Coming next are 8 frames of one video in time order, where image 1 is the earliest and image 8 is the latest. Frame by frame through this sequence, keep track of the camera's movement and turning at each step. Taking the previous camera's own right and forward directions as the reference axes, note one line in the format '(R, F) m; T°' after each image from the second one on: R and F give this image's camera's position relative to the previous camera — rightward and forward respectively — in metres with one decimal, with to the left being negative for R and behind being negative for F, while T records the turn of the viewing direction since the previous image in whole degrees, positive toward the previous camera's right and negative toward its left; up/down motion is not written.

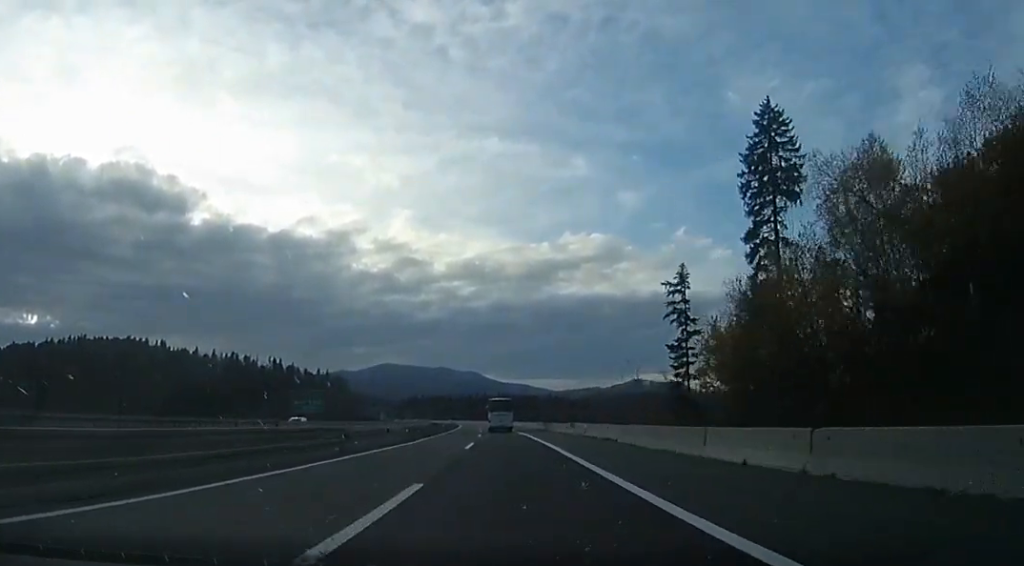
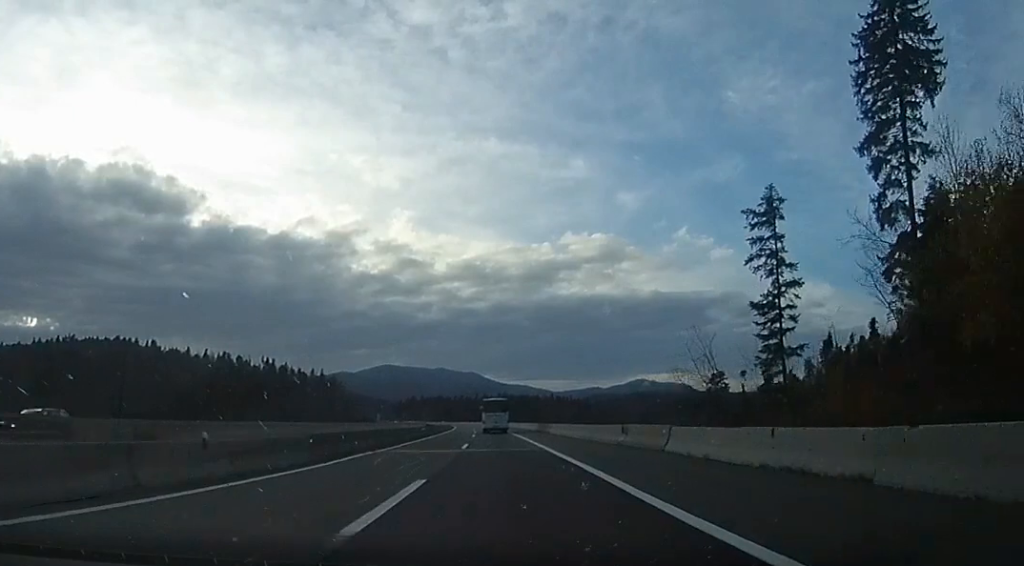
(0.0, +20.4) m; 0°
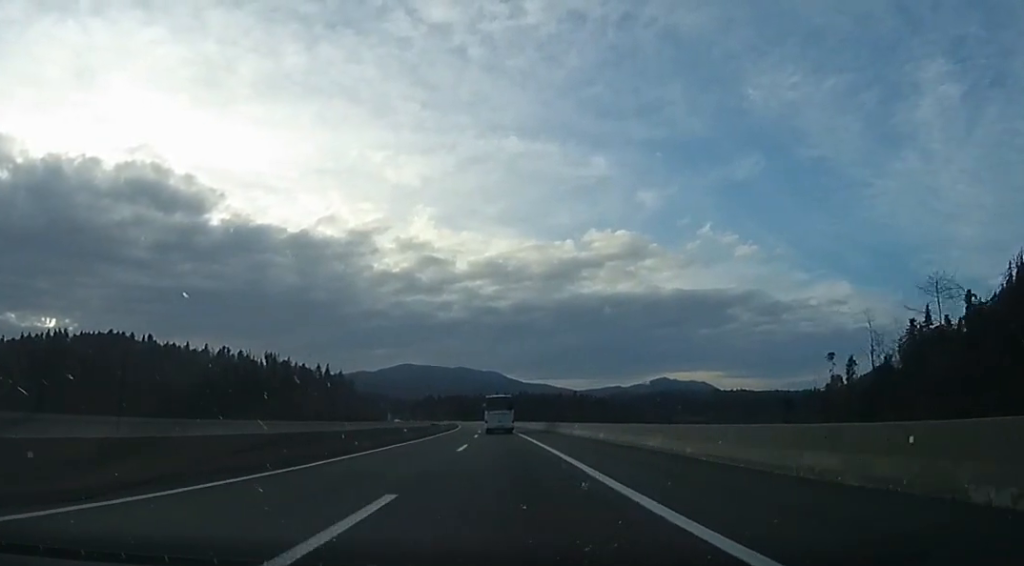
(-1.7, +46.7) m; -3°
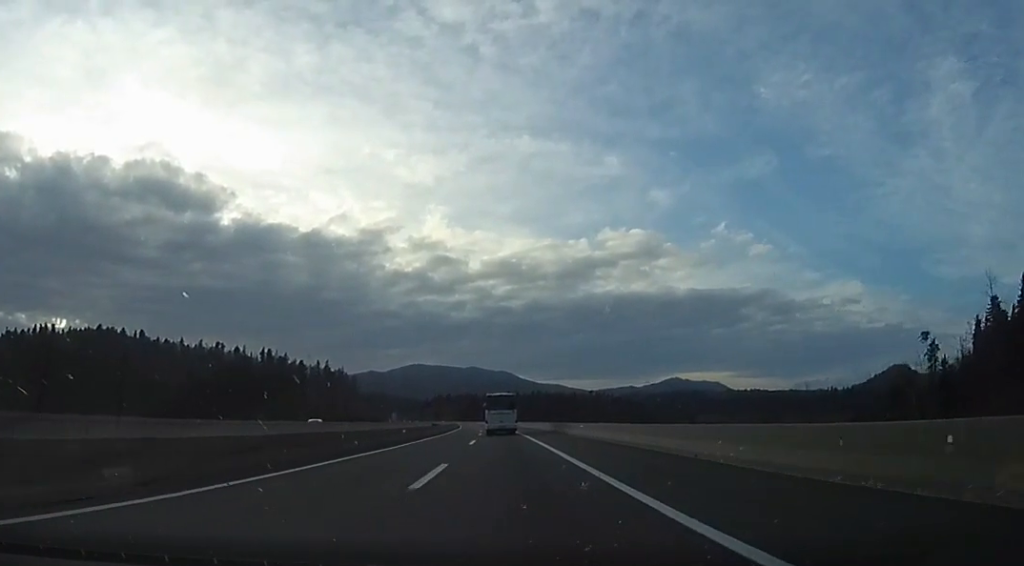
(+0.5, +36.5) m; 0°
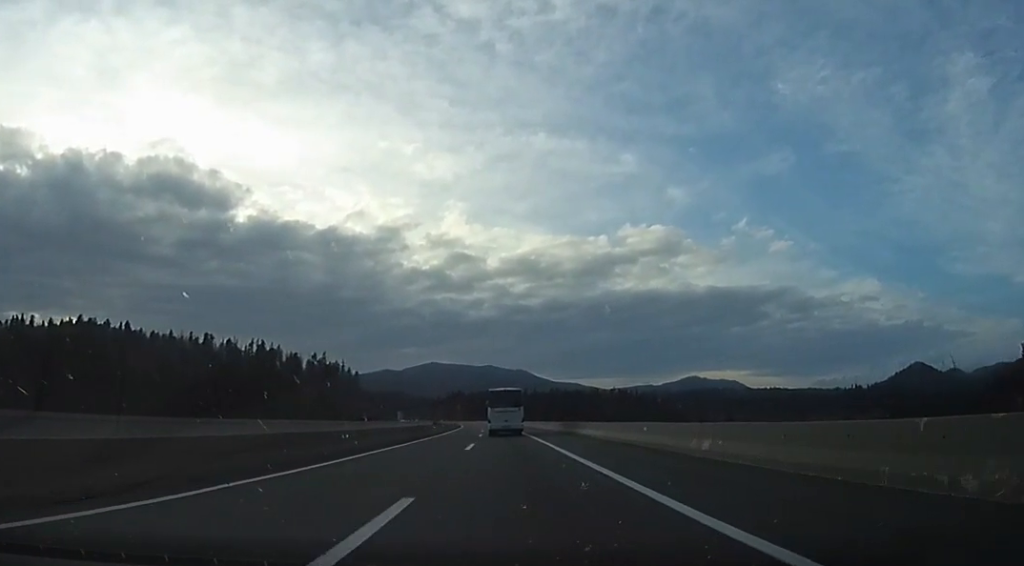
(-0.2, +51.6) m; 0°
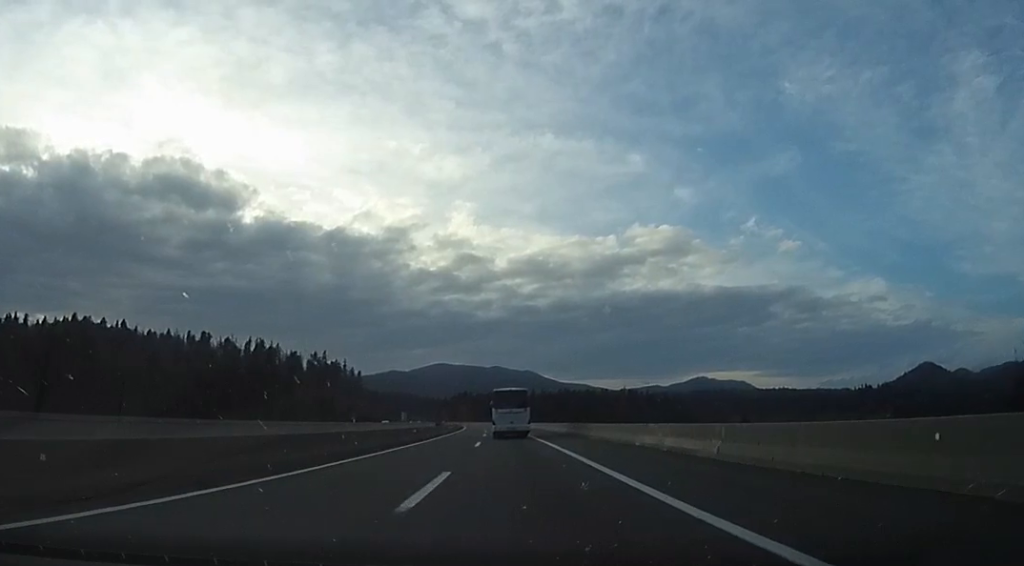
(+0.2, +17.1) m; -2°
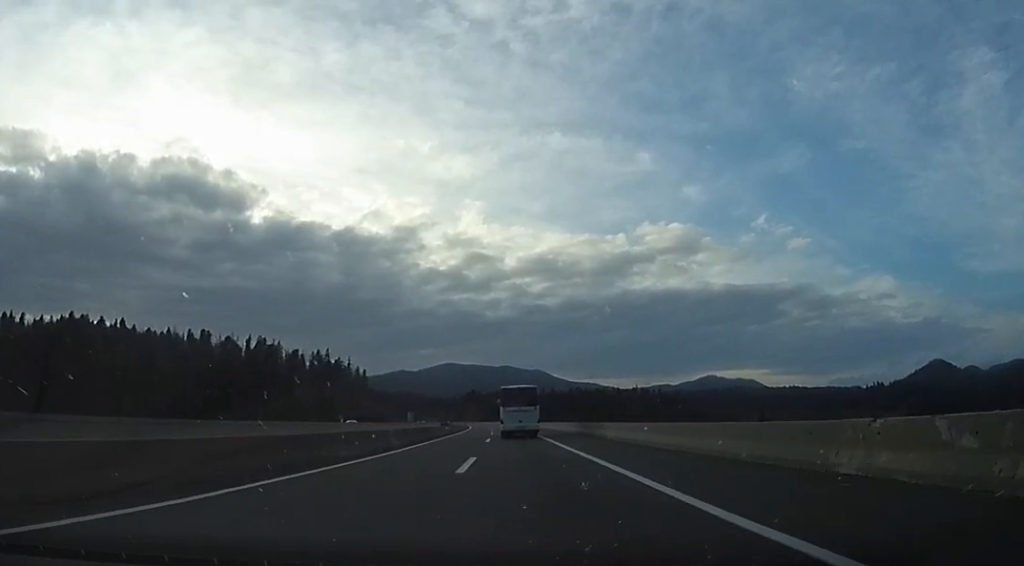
(-0.4, +15.7) m; -3°
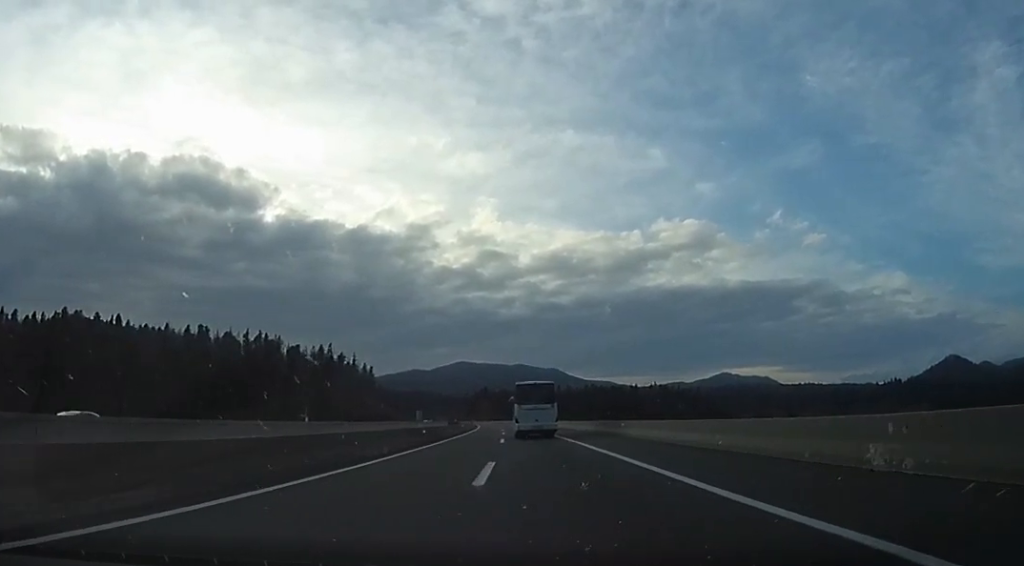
(-1.3, +25.2) m; -1°
